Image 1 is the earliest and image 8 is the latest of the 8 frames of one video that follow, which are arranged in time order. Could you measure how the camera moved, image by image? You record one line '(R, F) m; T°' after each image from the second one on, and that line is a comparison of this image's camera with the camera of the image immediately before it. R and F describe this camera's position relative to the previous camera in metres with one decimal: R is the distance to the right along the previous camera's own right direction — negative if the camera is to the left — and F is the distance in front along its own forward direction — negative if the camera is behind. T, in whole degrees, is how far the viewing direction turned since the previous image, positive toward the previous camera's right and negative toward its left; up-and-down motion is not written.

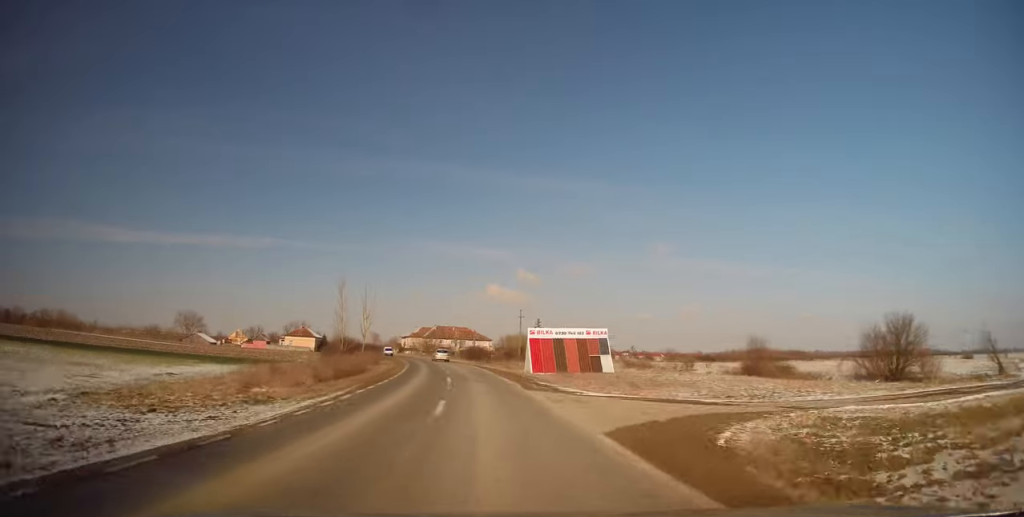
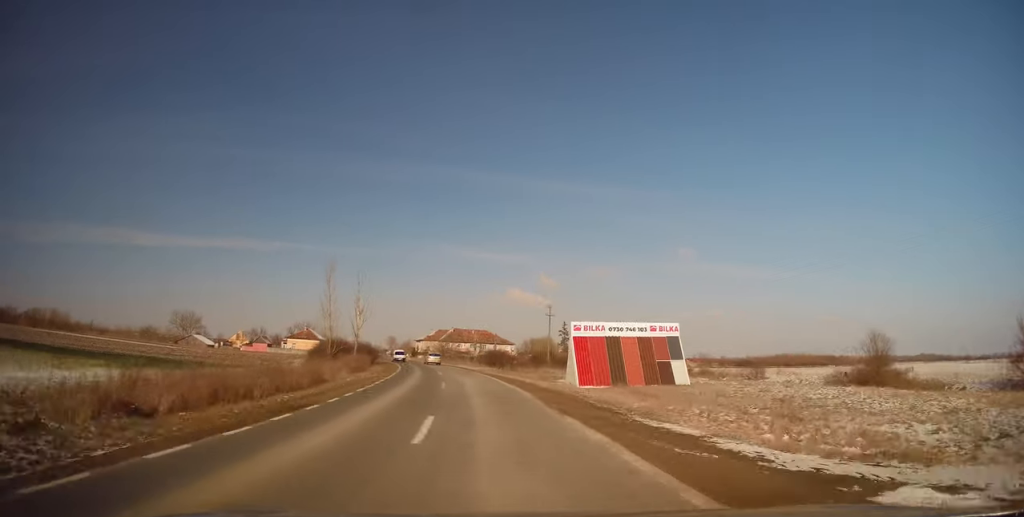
(-0.2, +15.7) m; -2°
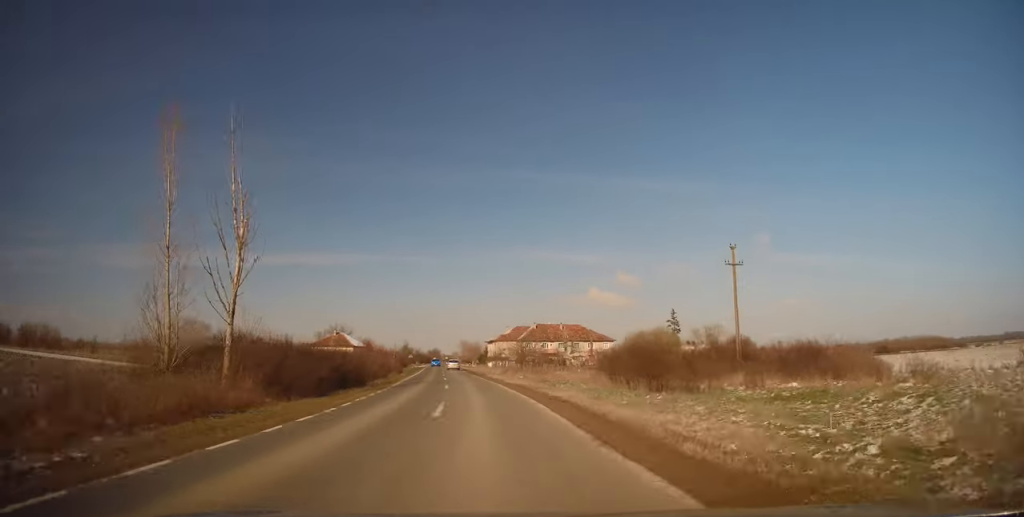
(-2.5, +43.7) m; -8°
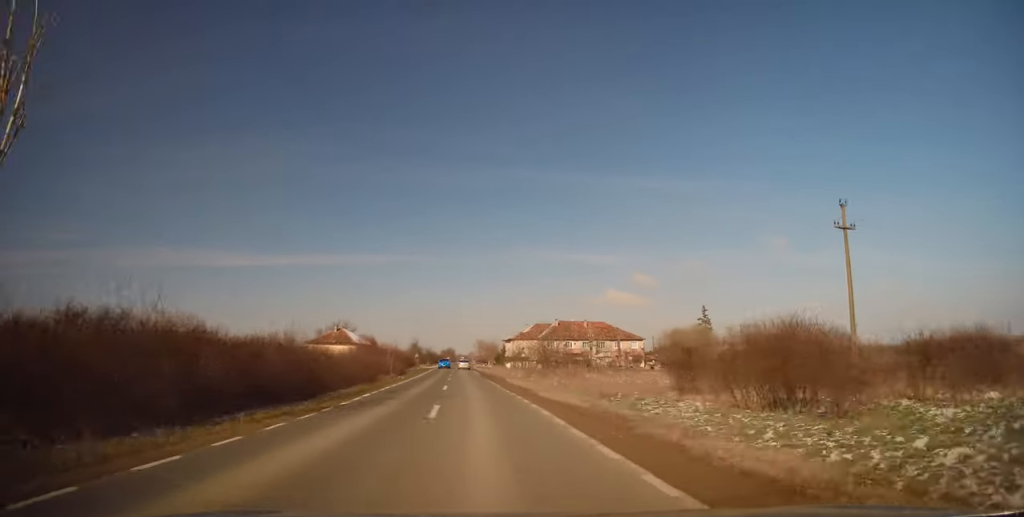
(-0.4, +12.1) m; -2°
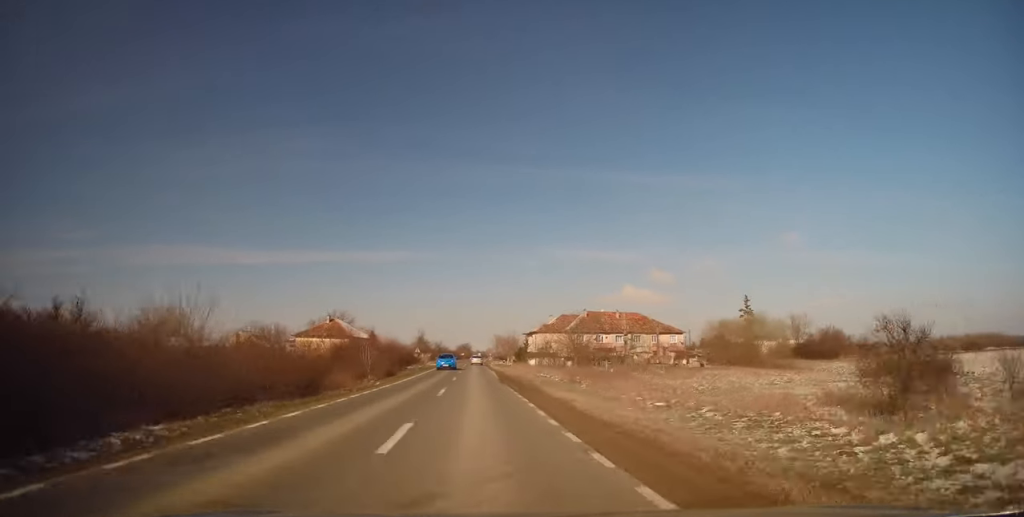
(-0.5, +16.4) m; -2°
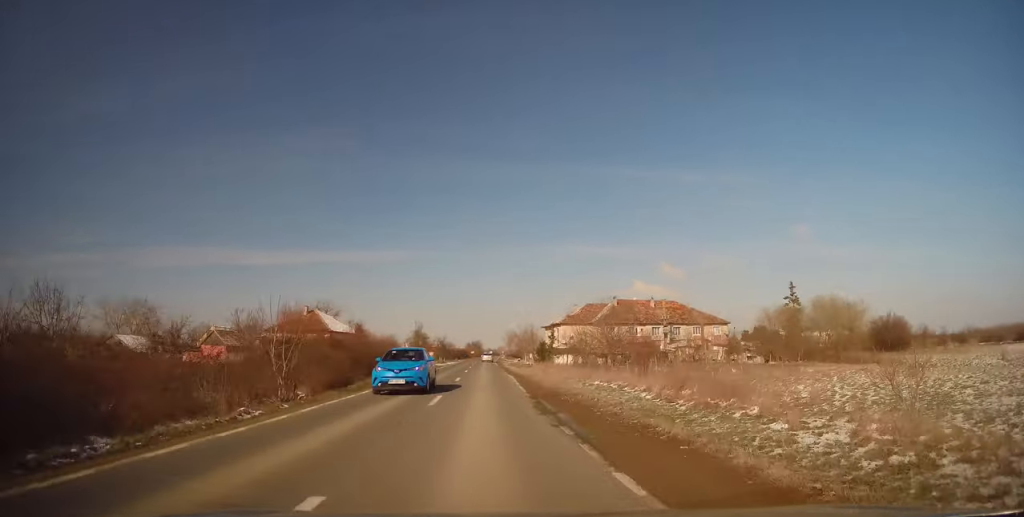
(-0.4, +17.2) m; -1°
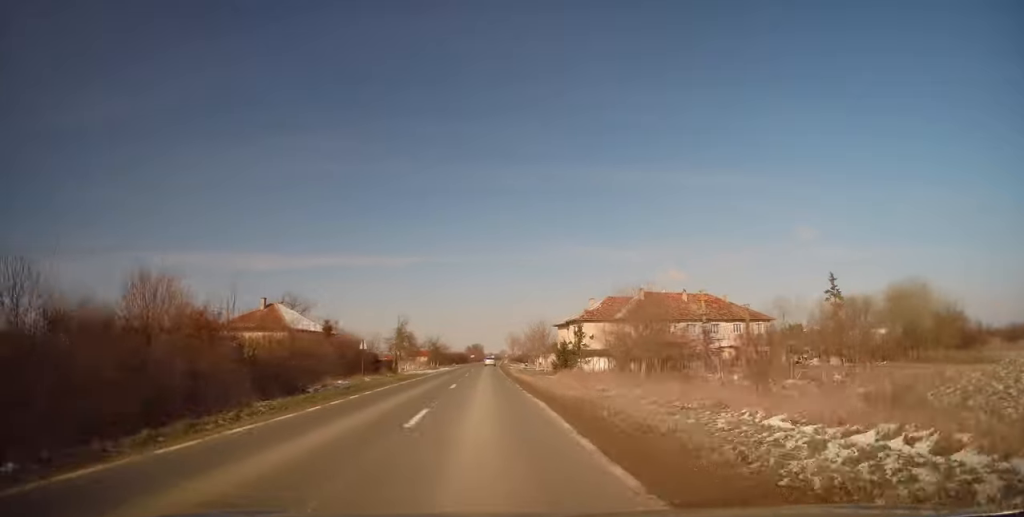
(+0.1, +15.9) m; 0°
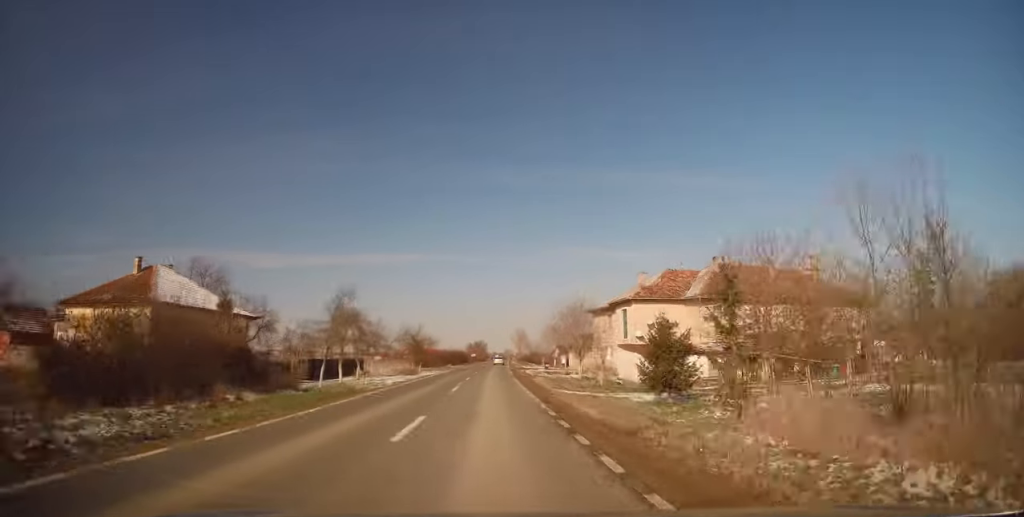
(-0.1, +25.3) m; 0°
